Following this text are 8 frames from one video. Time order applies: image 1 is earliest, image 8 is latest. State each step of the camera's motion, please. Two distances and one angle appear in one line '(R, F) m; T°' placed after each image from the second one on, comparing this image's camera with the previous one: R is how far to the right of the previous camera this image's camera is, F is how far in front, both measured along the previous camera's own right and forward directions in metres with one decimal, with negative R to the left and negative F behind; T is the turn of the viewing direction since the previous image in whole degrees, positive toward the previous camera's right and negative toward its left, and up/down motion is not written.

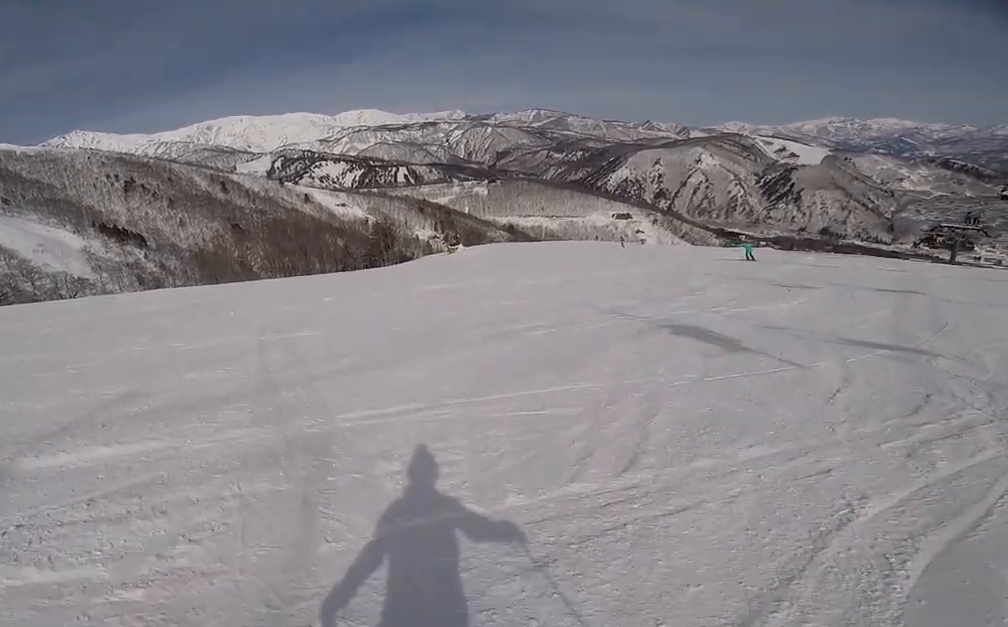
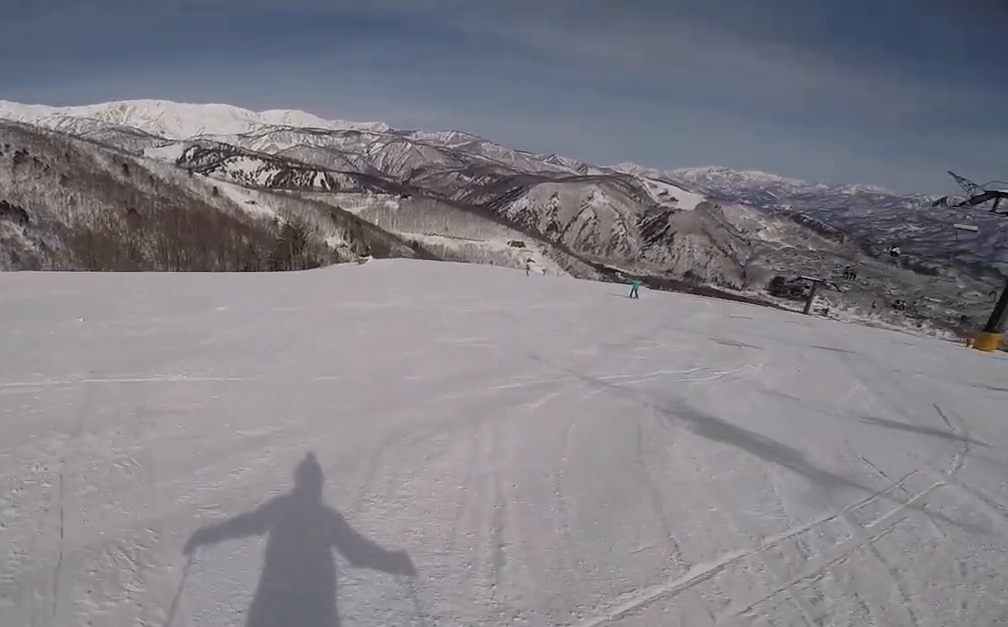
(+0.3, +2.9) m; +10°
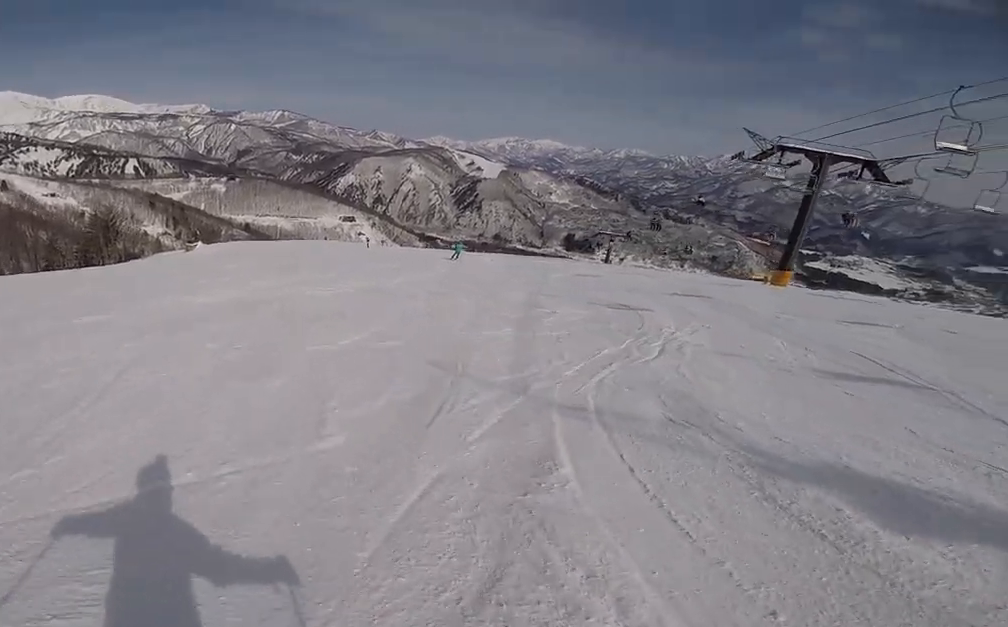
(+0.6, +2.8) m; +10°
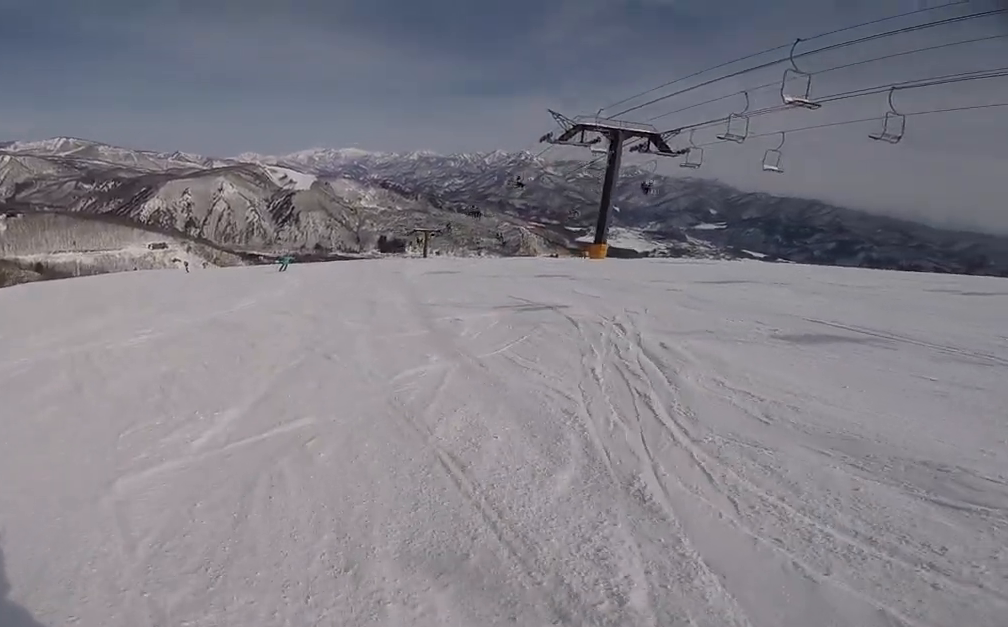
(+0.2, +3.3) m; +12°
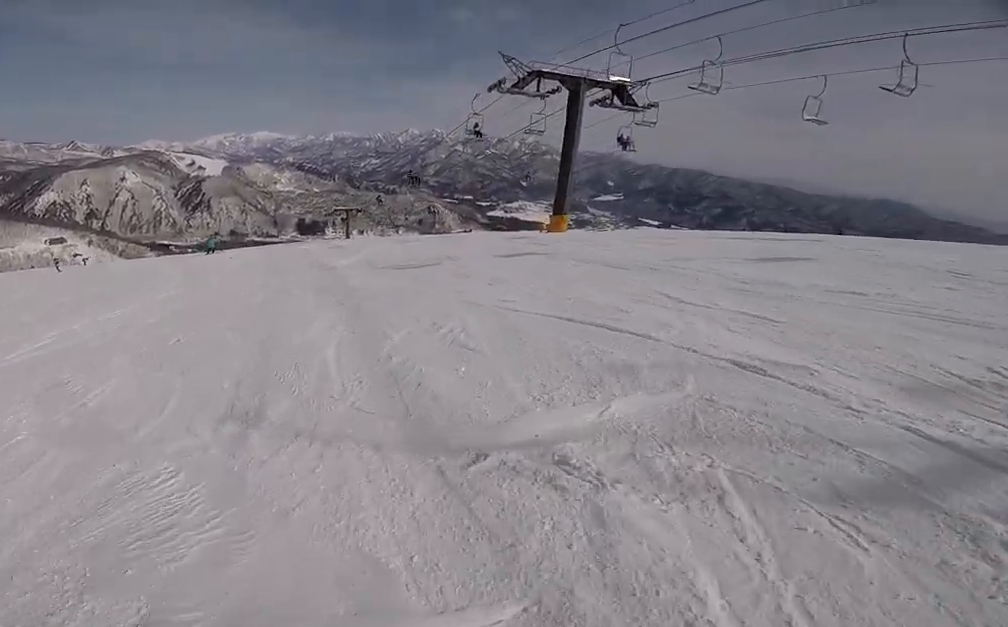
(+1.5, +6.2) m; +21°
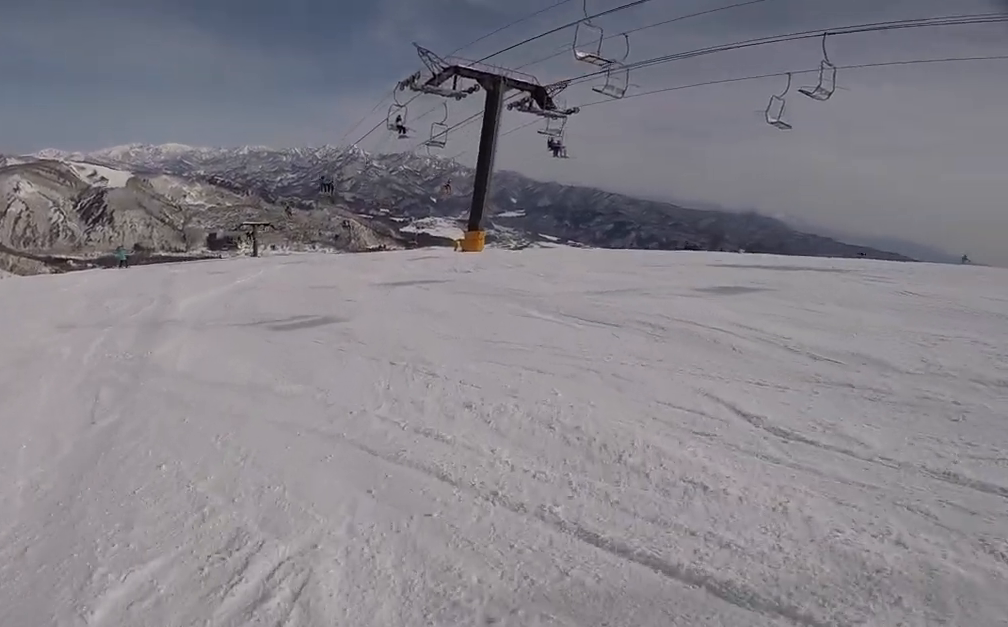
(+0.3, +3.7) m; -6°
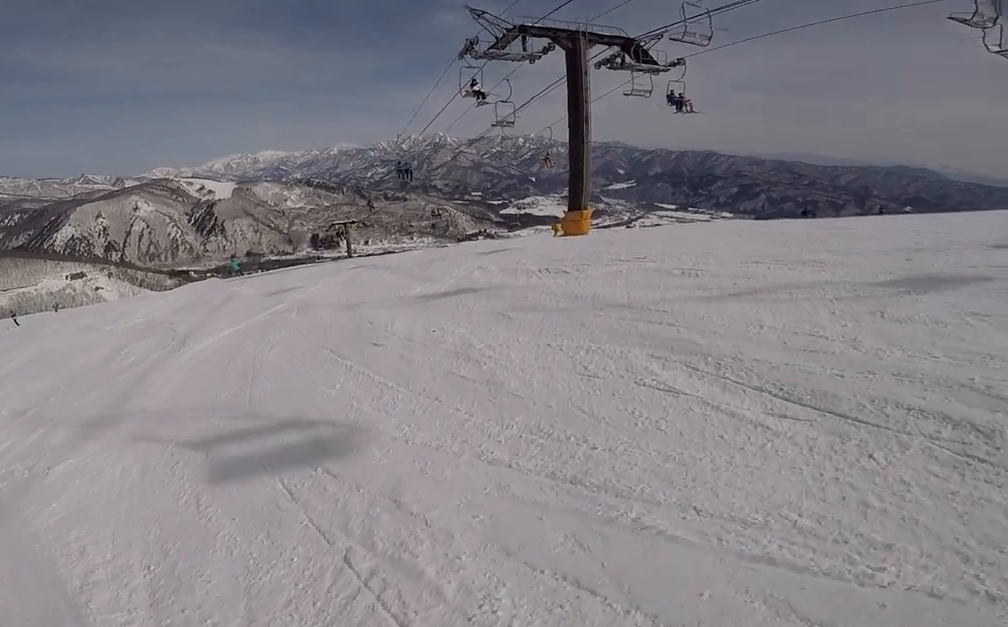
(0.0, +3.2) m; -18°
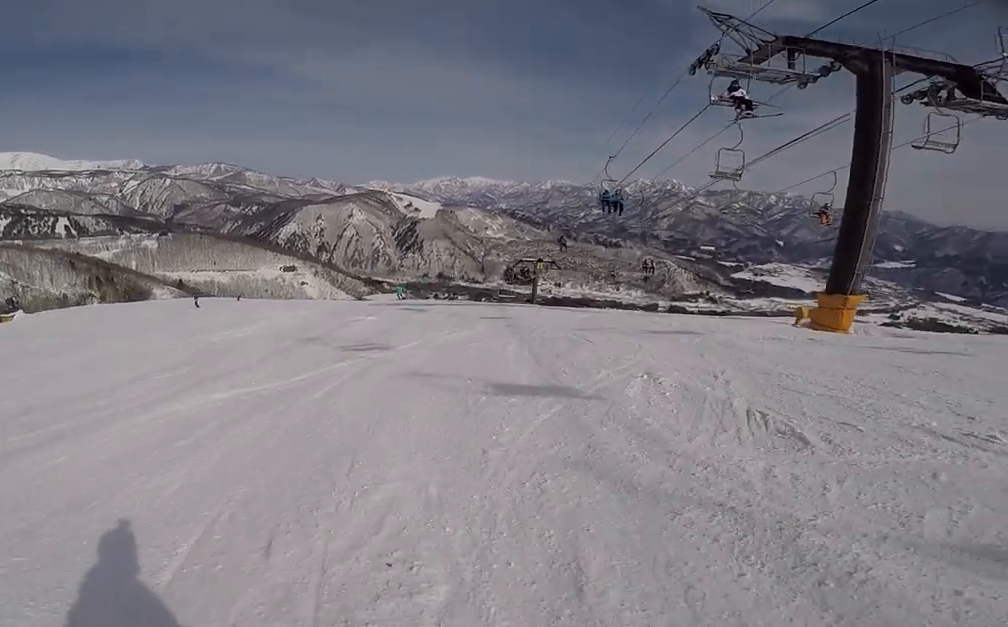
(-1.4, +4.0) m; -21°
